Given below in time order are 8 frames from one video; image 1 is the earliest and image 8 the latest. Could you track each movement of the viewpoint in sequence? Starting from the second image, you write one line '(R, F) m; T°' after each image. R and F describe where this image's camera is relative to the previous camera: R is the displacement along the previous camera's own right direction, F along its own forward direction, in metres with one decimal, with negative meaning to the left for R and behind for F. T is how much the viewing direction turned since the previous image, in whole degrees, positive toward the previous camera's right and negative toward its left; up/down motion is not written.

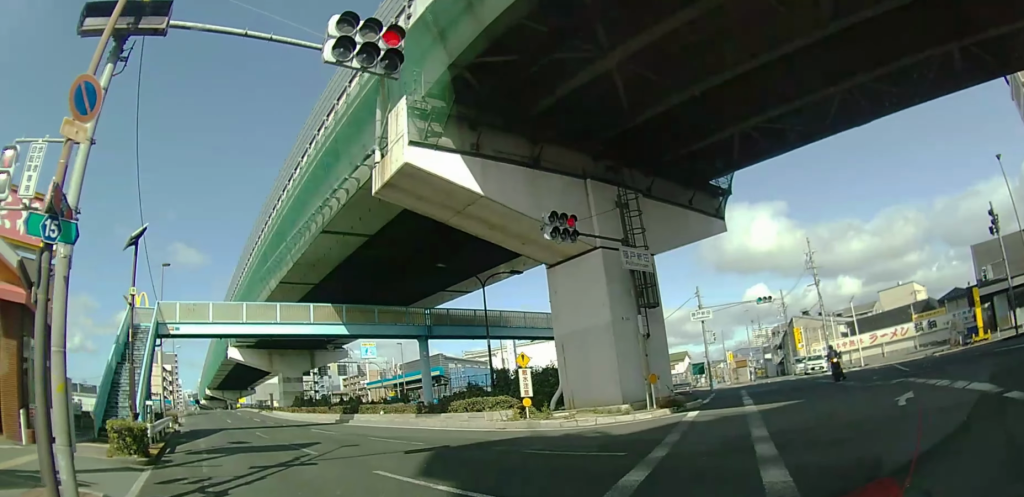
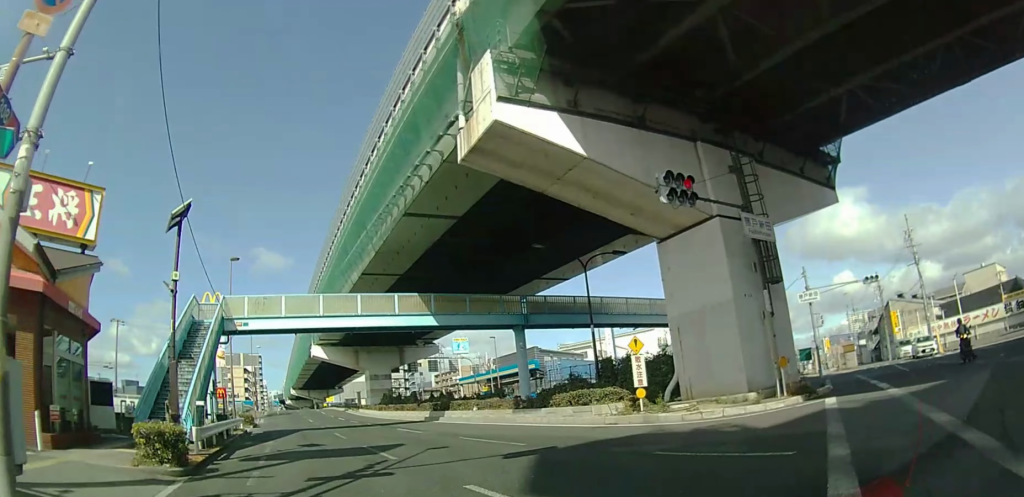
(-0.1, +2.1) m; -6°
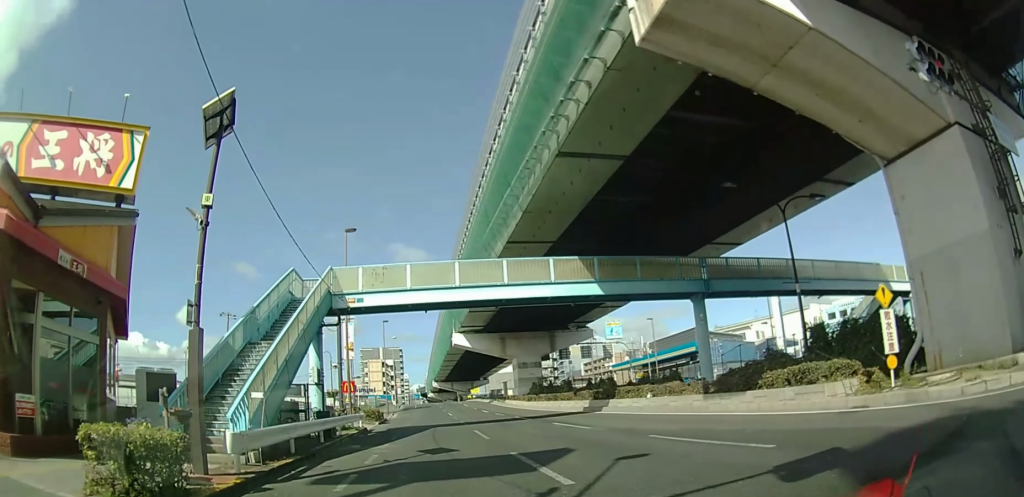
(-0.5, +4.9) m; -14°
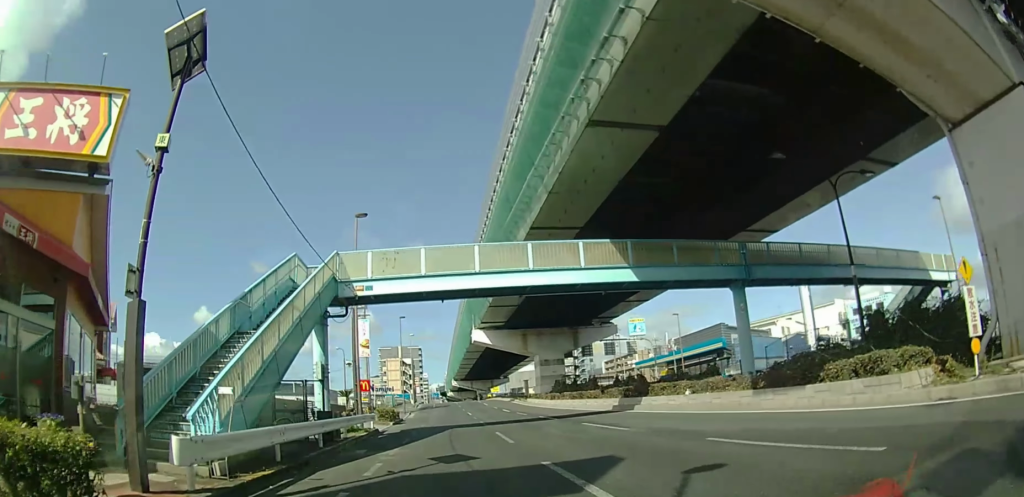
(0.0, +2.0) m; -6°
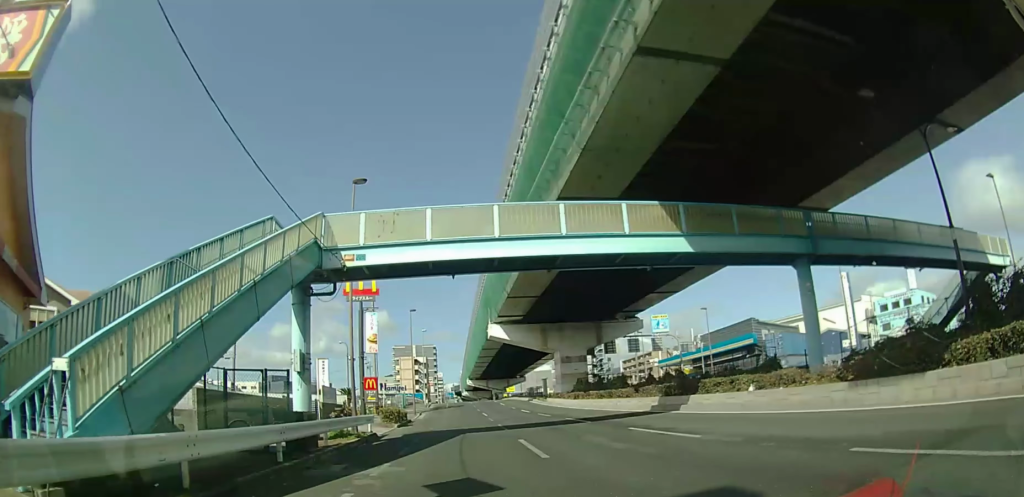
(-0.4, +3.7) m; -10°
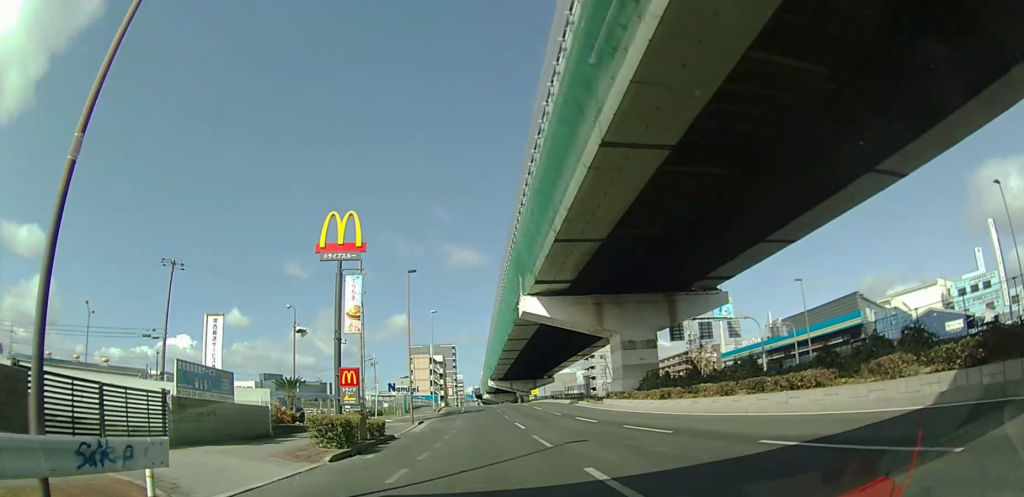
(-3.3, +17.5) m; -12°
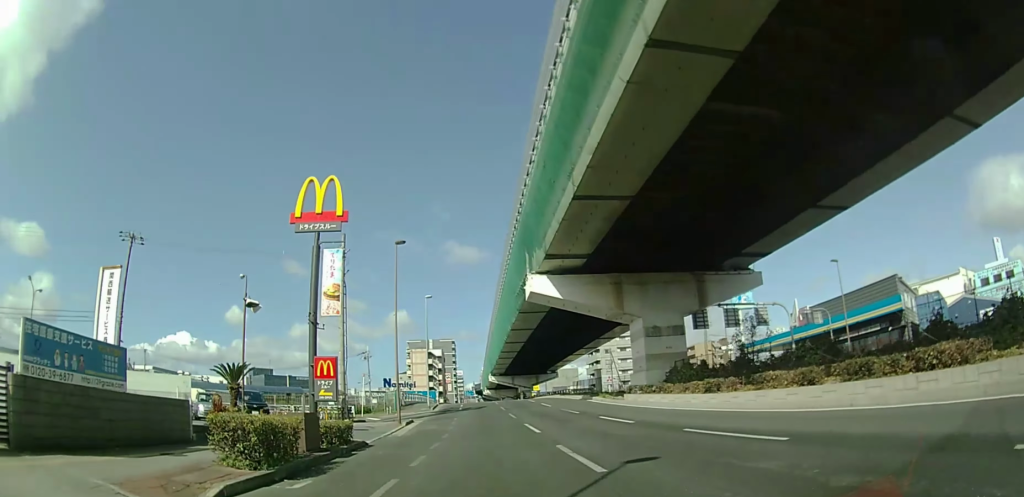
(0.0, +6.4) m; -1°
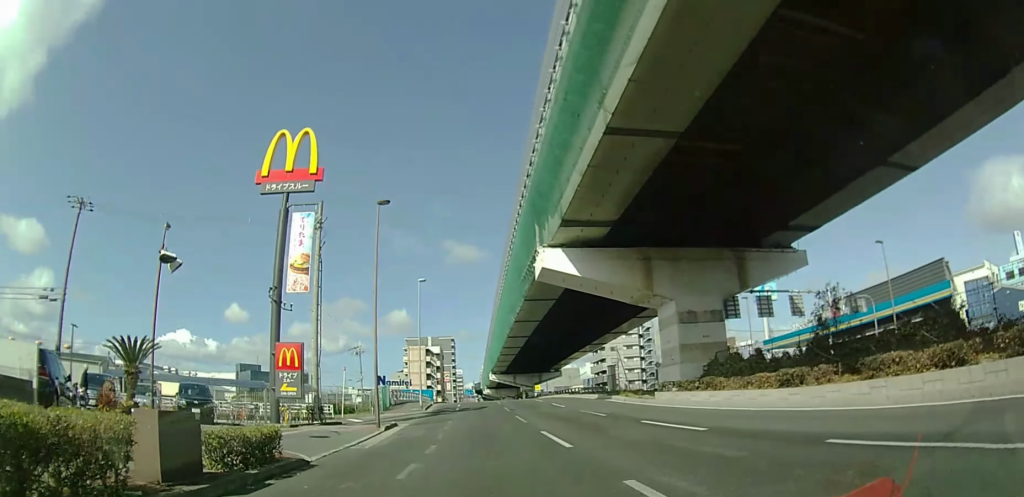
(-0.1, +6.8) m; -1°
